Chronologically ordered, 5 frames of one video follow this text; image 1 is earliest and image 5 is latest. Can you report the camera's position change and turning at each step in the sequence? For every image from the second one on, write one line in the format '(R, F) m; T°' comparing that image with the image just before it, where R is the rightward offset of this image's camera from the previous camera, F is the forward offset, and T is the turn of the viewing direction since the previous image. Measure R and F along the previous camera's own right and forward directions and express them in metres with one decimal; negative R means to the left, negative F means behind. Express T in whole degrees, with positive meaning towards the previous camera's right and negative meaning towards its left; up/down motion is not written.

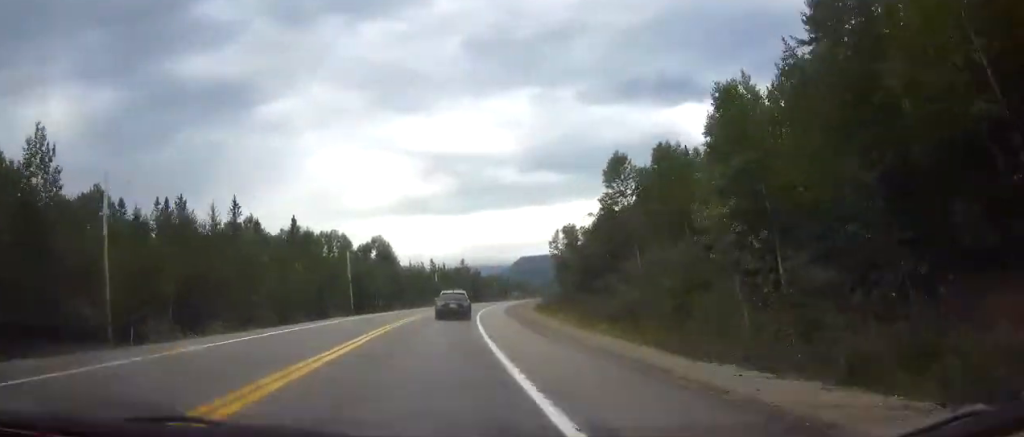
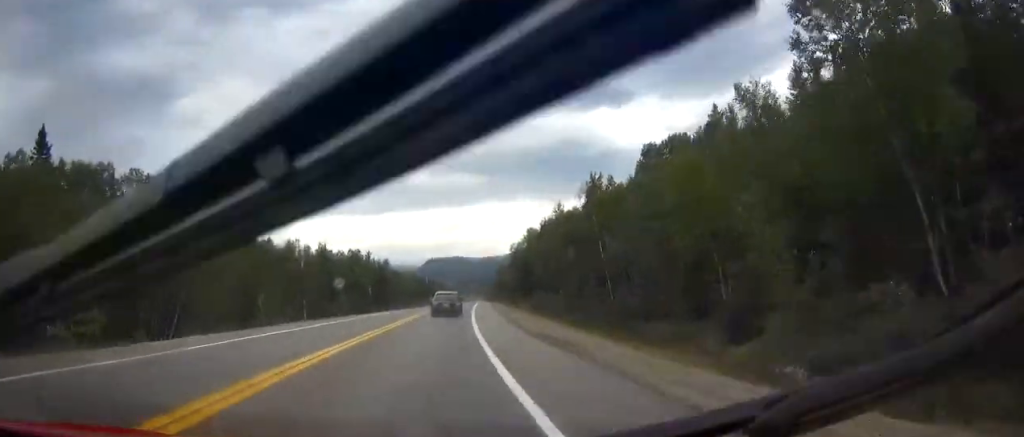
(+4.0, +75.0) m; +7°
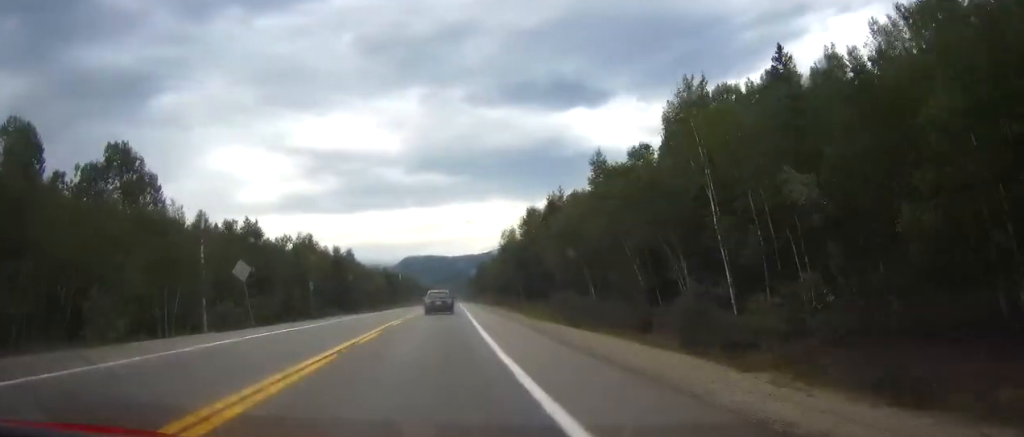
(+0.6, +26.5) m; +2°
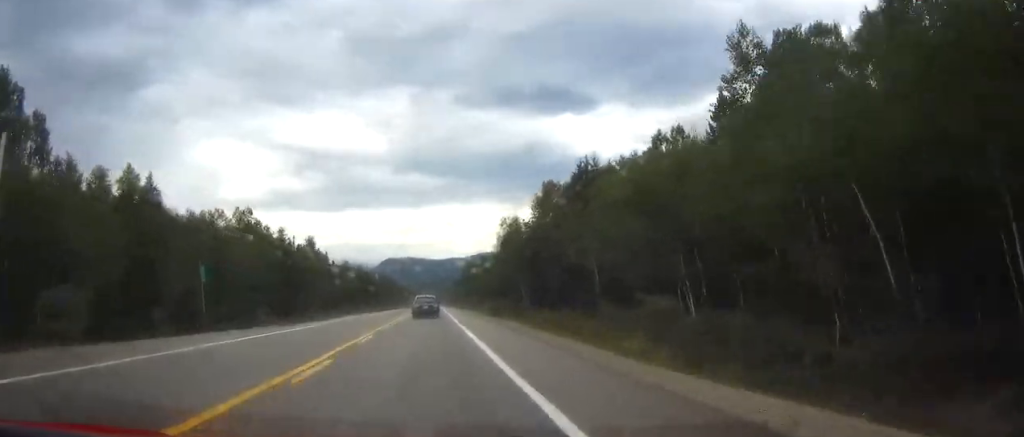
(+0.4, +24.3) m; +1°
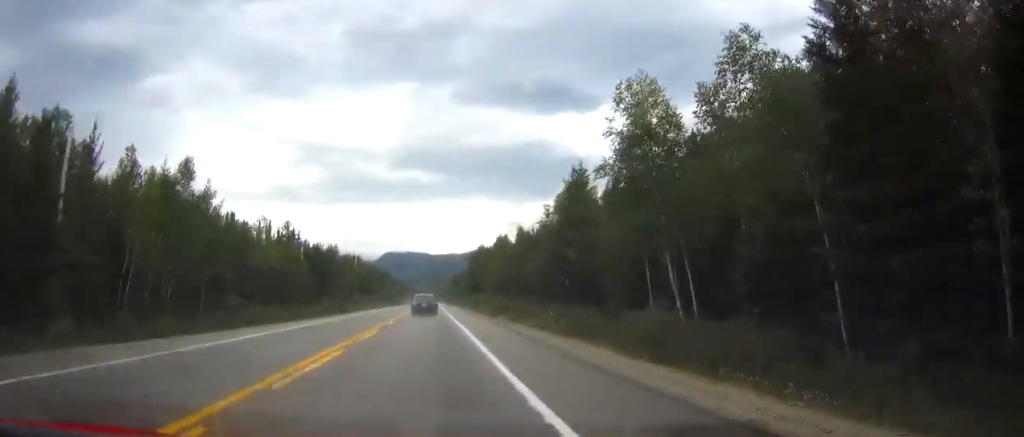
(+0.6, +53.0) m; +1°
